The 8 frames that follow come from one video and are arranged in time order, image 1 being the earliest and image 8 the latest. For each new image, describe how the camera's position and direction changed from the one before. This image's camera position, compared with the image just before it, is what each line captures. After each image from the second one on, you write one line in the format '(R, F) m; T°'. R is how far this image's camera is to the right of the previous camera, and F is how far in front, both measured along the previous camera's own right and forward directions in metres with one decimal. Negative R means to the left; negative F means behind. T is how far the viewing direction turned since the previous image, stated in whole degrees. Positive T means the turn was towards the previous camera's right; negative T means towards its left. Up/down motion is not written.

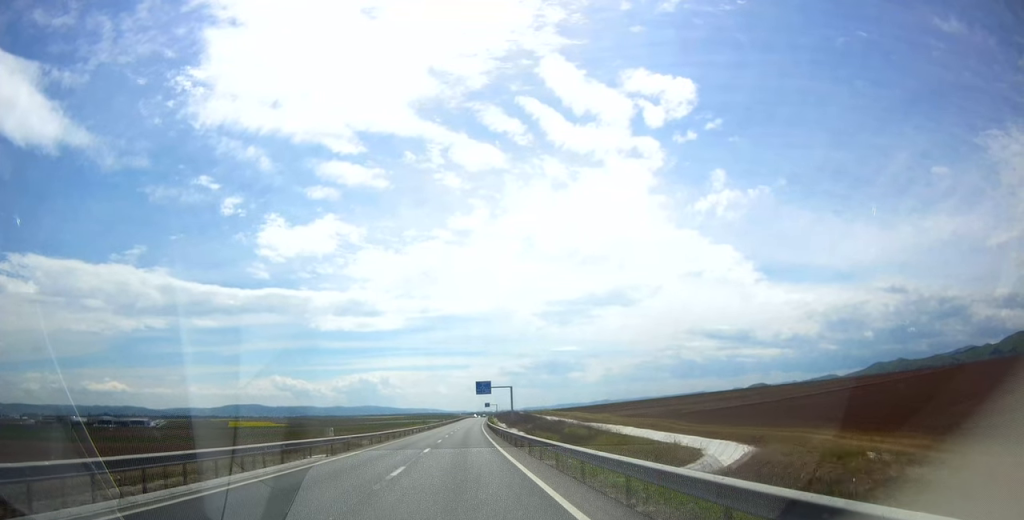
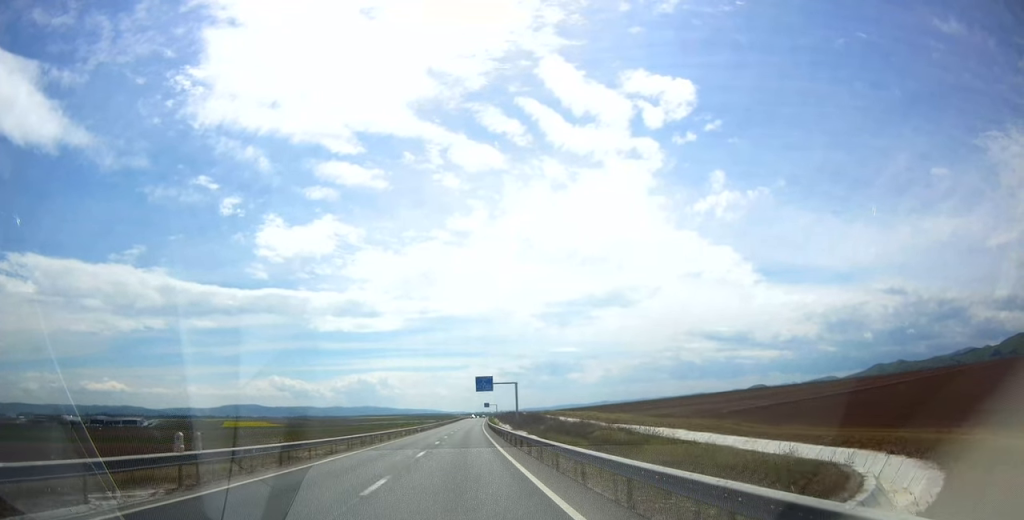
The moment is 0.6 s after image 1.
(+0.1, +15.5) m; +1°
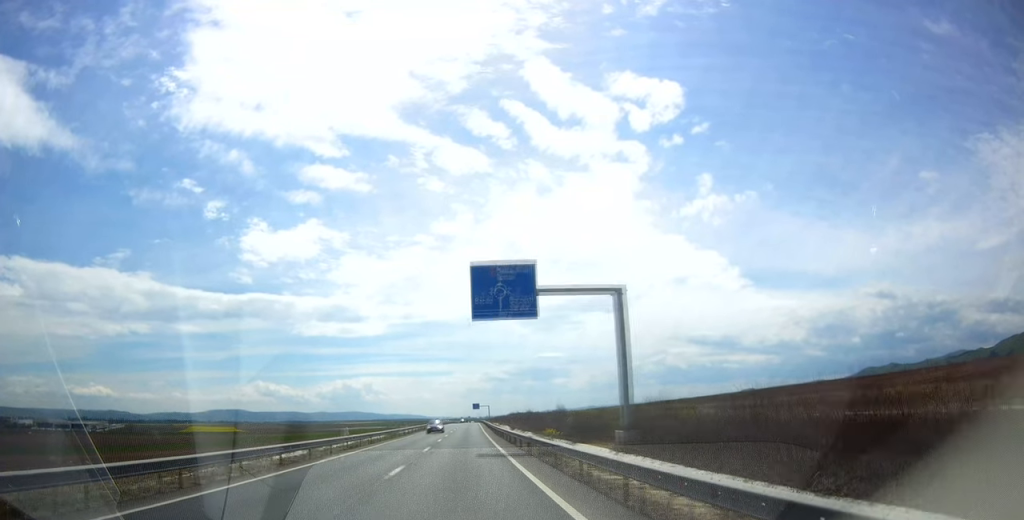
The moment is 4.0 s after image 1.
(+1.2, +81.0) m; +2°
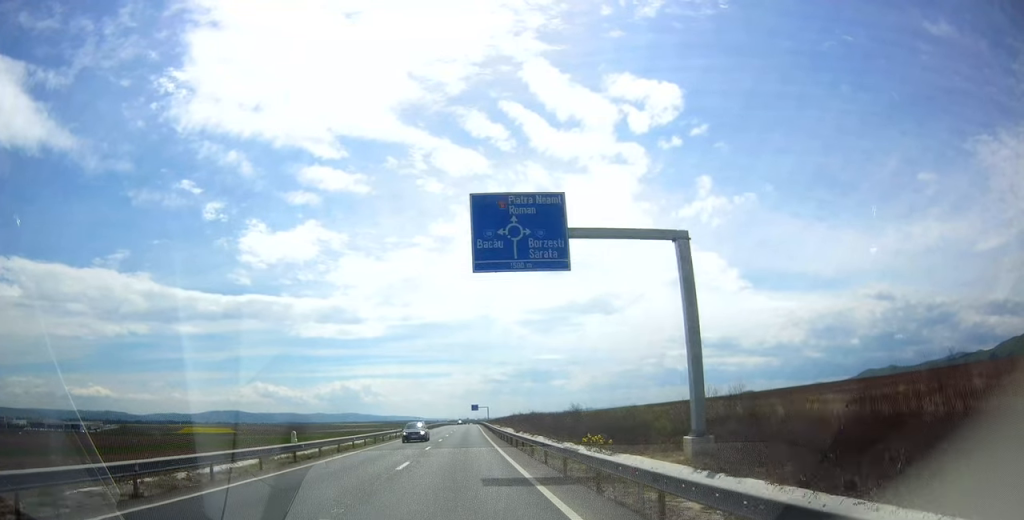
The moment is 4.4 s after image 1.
(0.0, +9.8) m; 0°
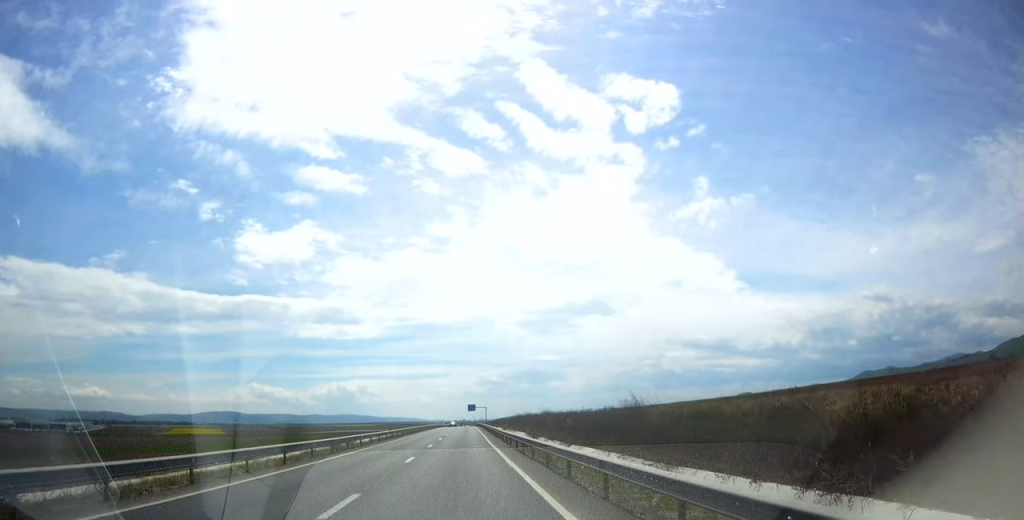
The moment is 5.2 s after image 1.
(0.0, +21.5) m; 0°
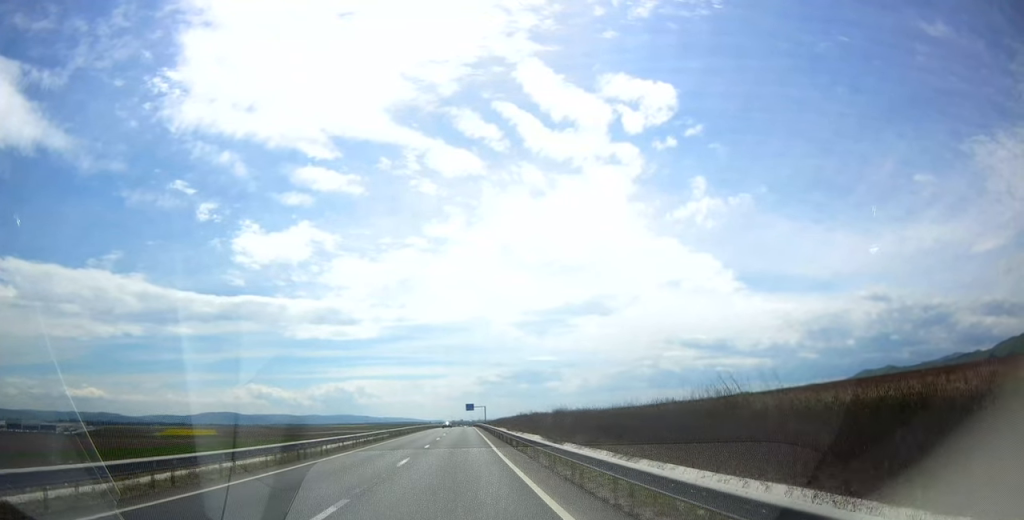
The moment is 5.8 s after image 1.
(-0.1, +13.6) m; 0°
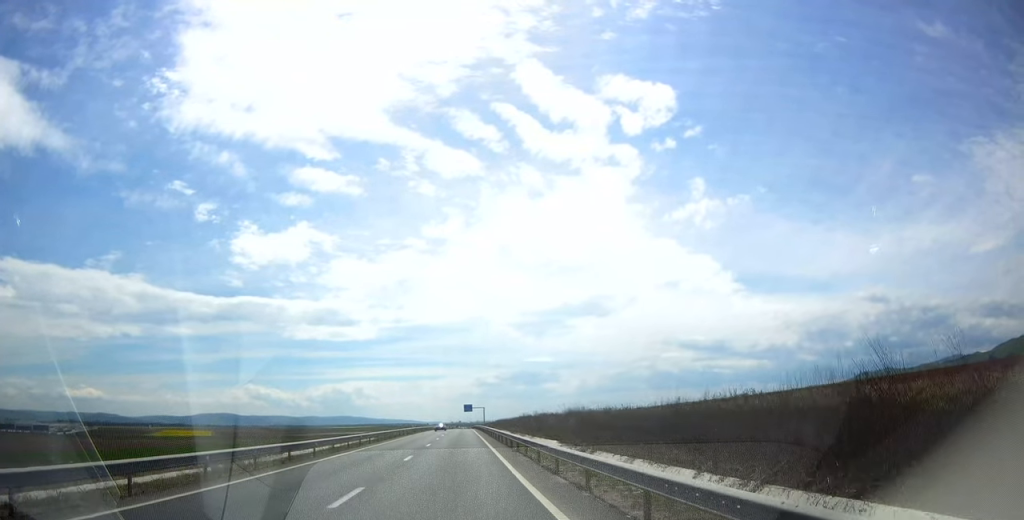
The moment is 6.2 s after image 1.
(-0.1, +9.7) m; 0°
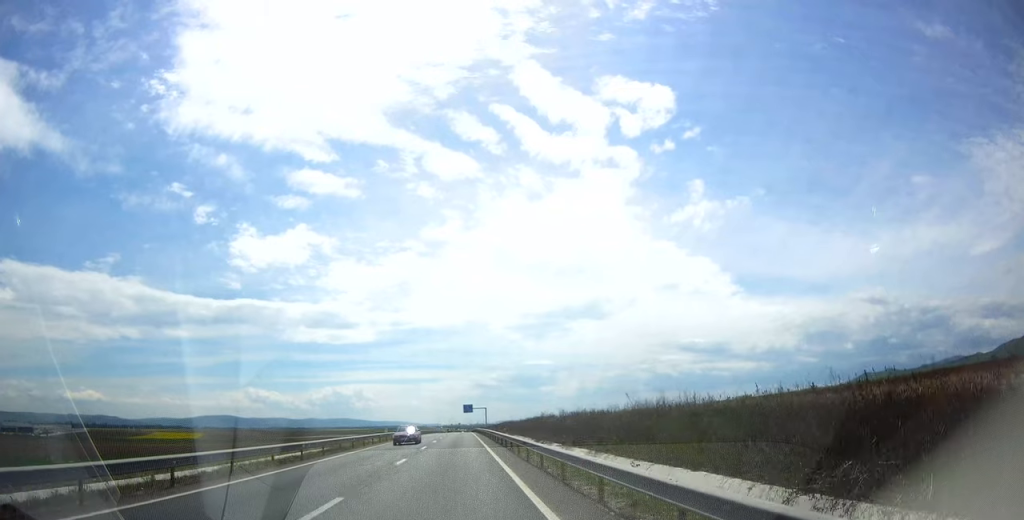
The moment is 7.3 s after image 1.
(+0.2, +25.9) m; +1°
